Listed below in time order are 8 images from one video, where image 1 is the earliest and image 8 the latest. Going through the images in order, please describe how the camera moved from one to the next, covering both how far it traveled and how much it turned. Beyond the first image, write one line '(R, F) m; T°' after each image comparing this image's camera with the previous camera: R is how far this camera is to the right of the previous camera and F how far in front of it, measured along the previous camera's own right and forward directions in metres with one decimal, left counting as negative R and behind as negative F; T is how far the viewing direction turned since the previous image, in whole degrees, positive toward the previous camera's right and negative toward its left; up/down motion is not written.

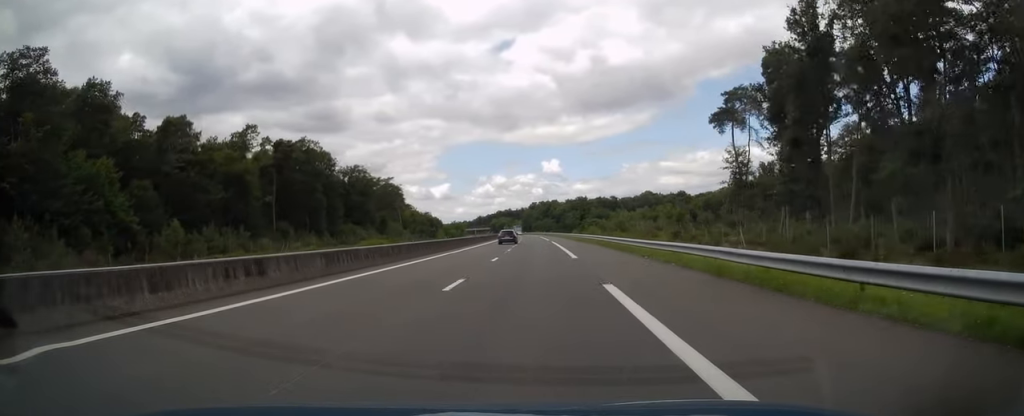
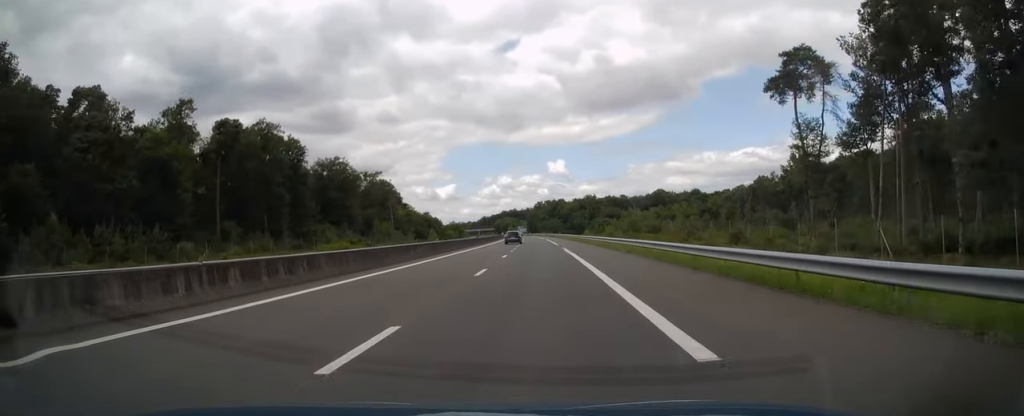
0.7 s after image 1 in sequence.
(-0.2, +21.0) m; -1°
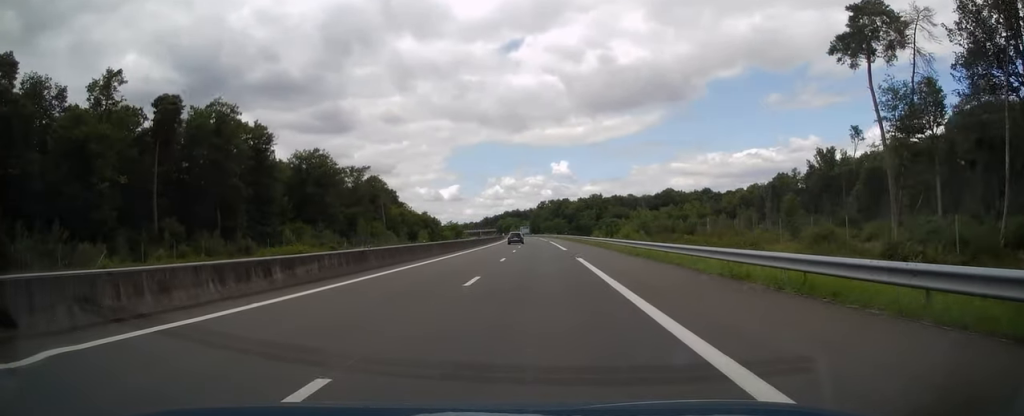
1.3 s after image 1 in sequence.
(+0.1, +16.1) m; 0°
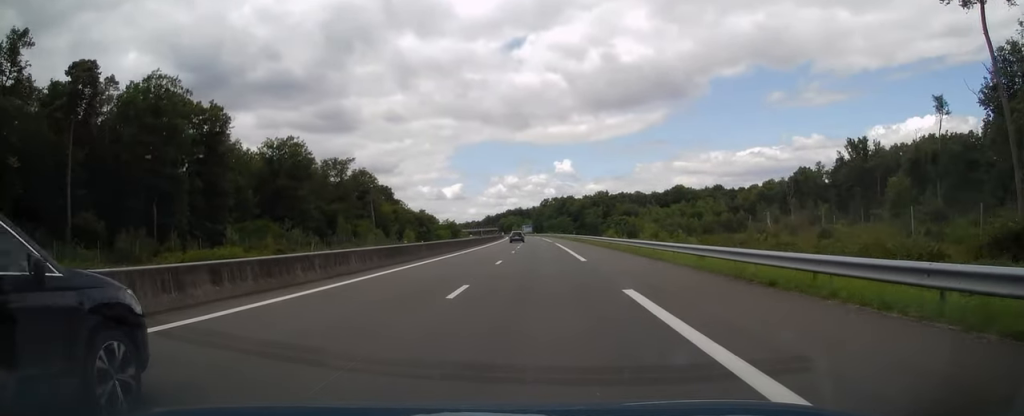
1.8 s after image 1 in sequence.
(-0.1, +16.1) m; 0°
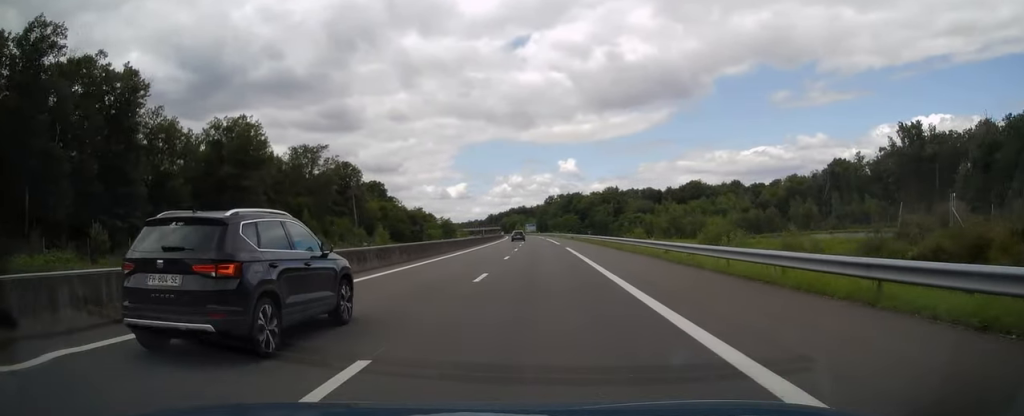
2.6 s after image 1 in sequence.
(-0.2, +22.0) m; -1°
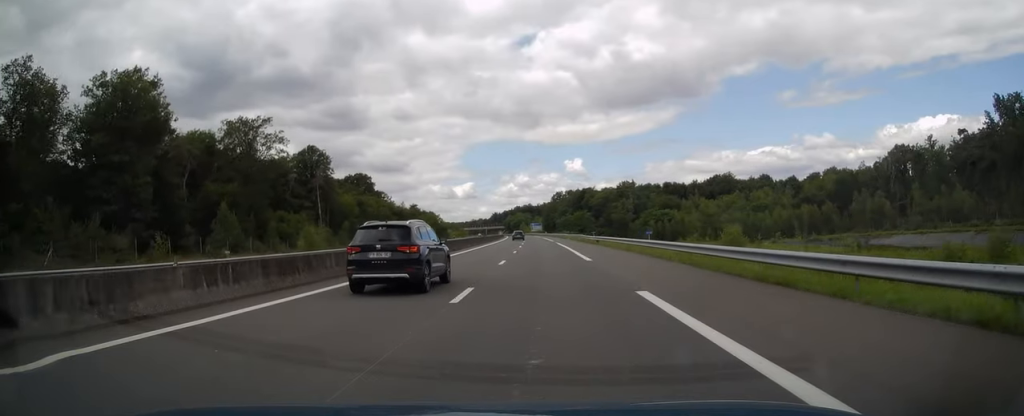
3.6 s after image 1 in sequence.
(0.0, +30.8) m; 0°
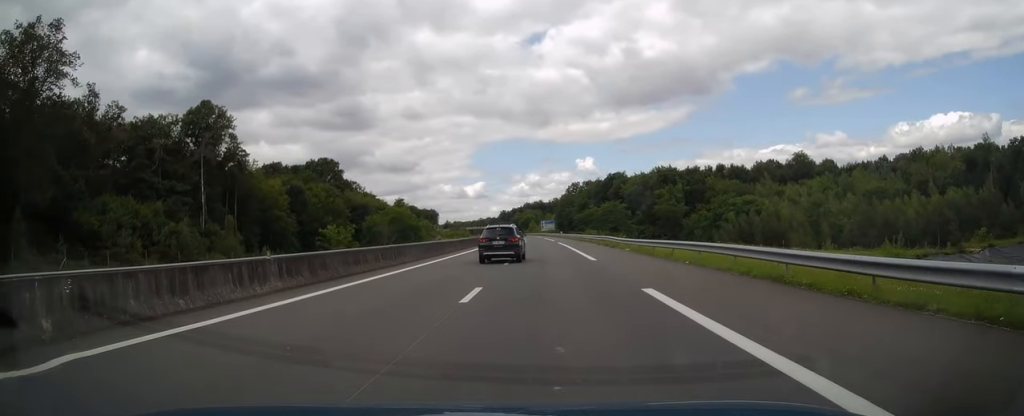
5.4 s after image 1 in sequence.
(0.0, +52.0) m; -1°
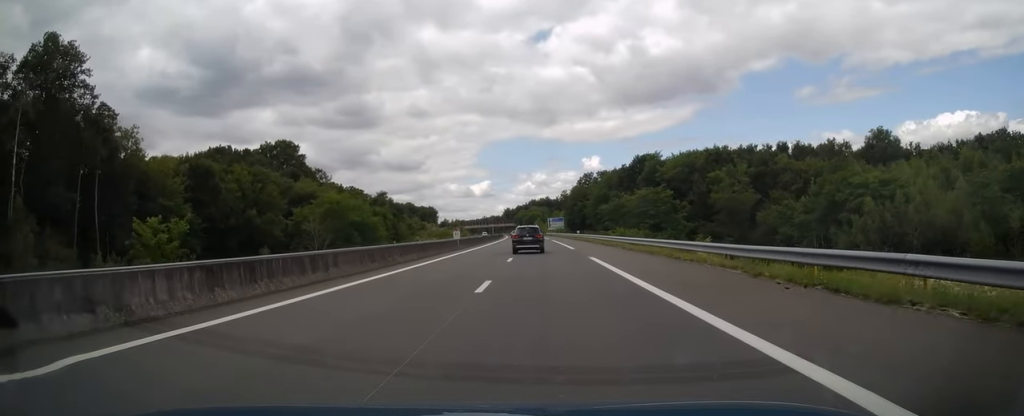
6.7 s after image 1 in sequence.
(-0.5, +37.3) m; -1°
